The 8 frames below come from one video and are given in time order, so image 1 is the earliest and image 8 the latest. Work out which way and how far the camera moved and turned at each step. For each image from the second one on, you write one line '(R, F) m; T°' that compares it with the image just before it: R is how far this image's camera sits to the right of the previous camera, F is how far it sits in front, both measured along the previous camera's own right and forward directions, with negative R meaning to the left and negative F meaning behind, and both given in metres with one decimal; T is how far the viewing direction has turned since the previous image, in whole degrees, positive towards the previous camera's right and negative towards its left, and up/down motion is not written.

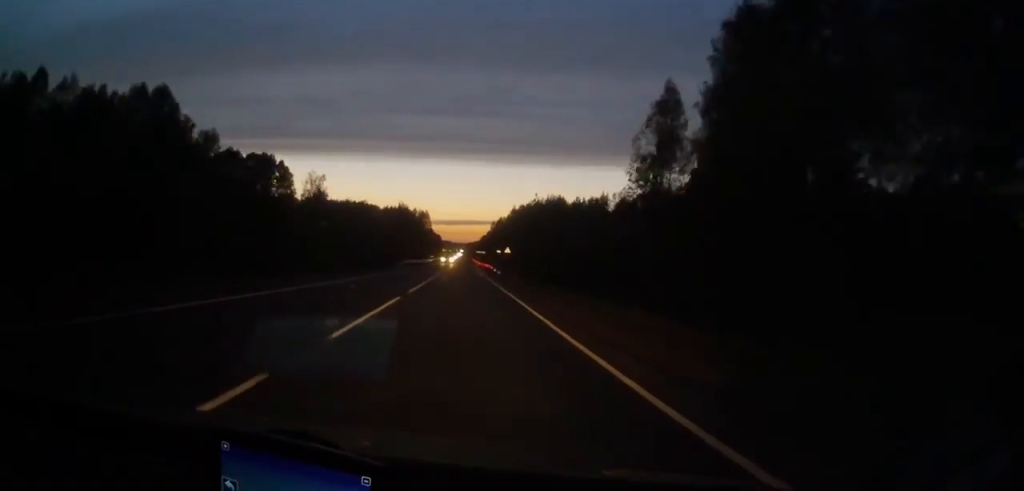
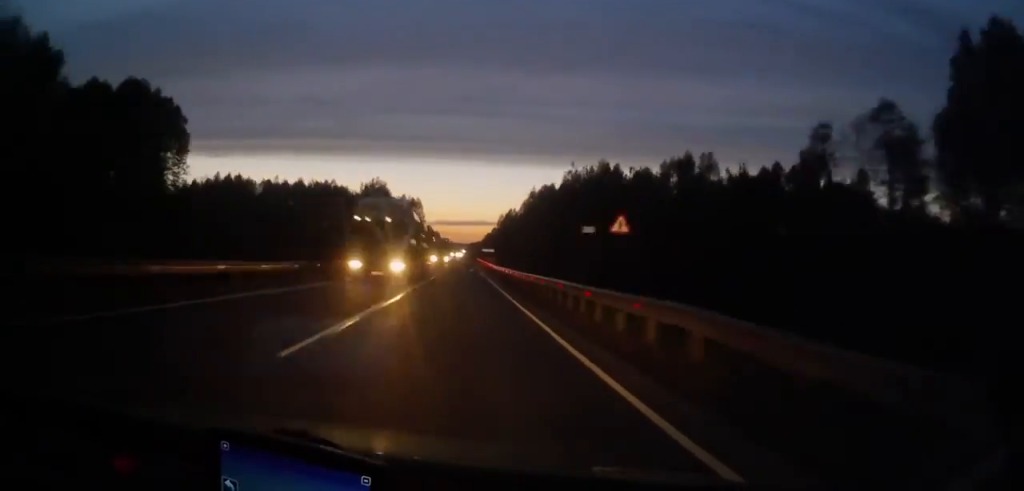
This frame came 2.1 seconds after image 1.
(-0.1, +69.8) m; 0°
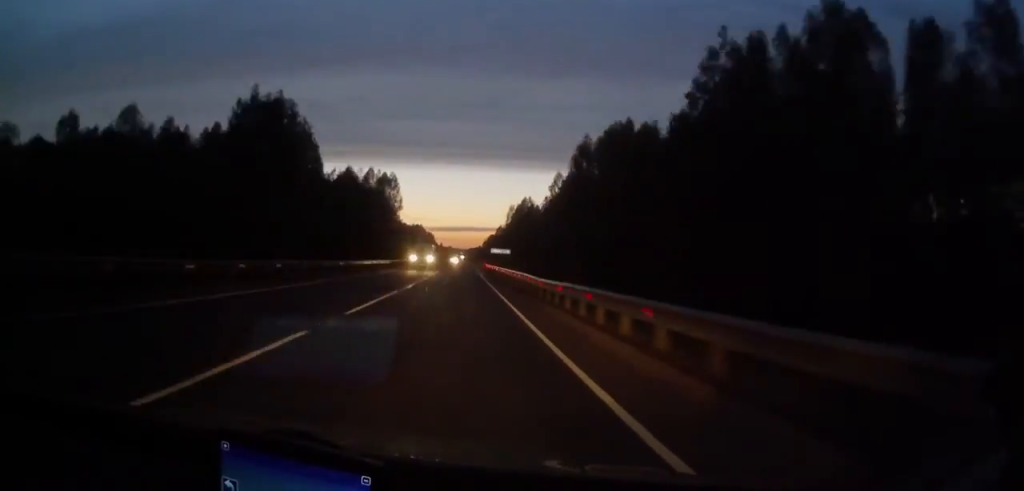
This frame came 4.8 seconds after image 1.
(0.0, +59.3) m; 0°
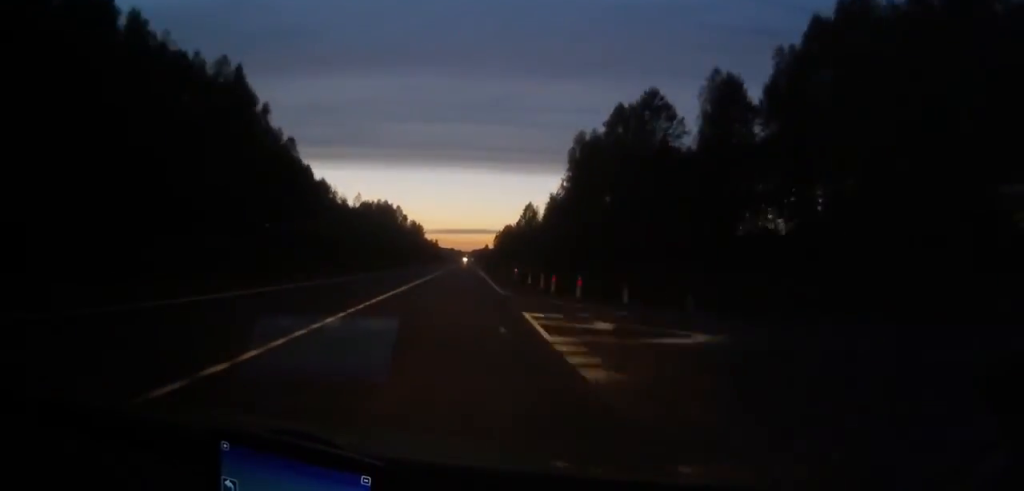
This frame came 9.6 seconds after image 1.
(0.0, +111.9) m; 0°
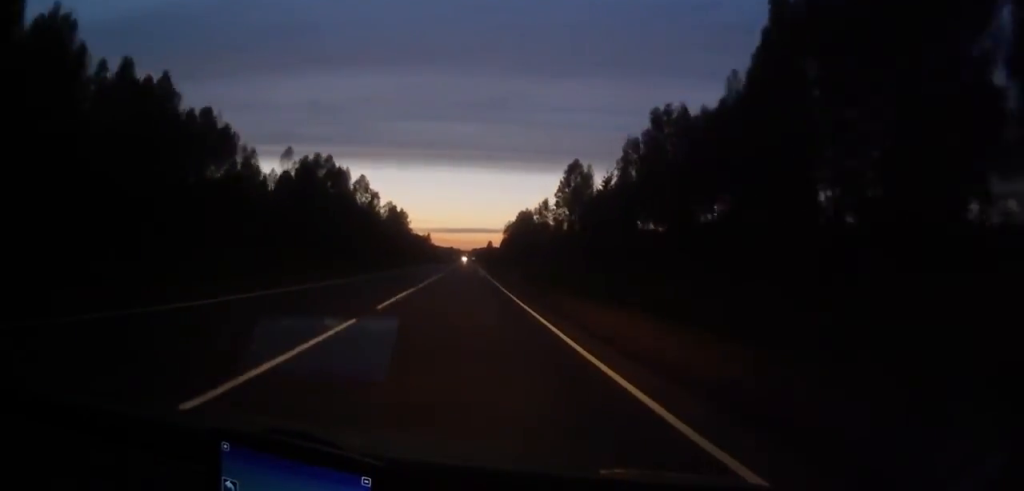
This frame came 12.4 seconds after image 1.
(-0.5, +74.1) m; 0°
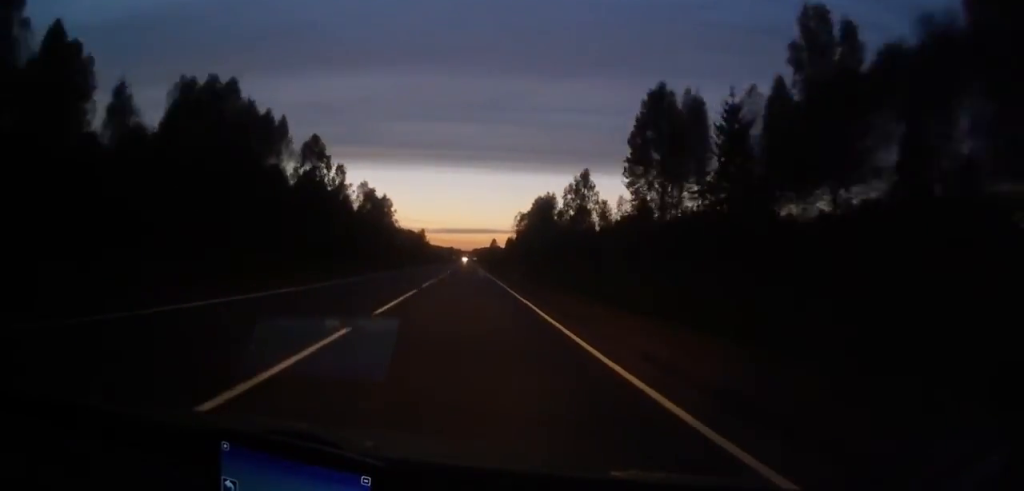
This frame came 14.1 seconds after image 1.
(-0.1, +47.7) m; 0°
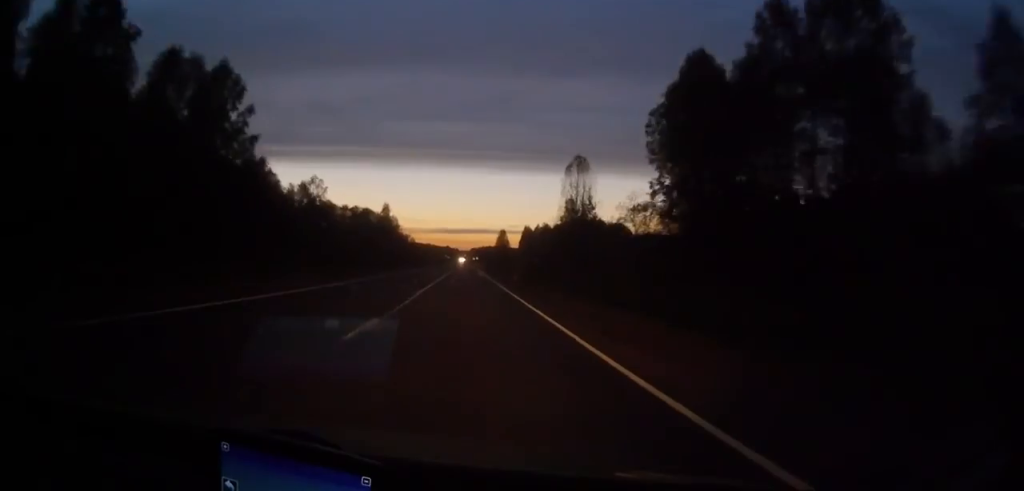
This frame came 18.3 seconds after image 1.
(+0.5, +124.7) m; 0°
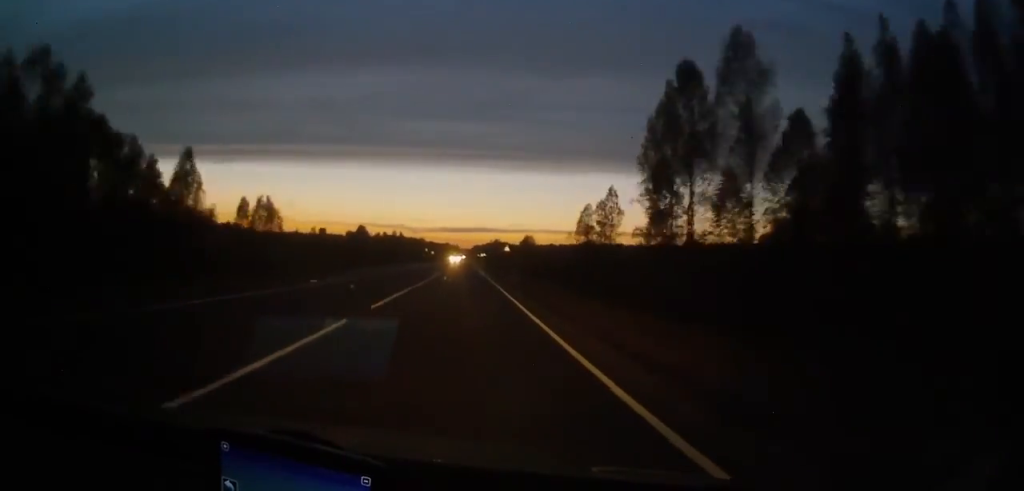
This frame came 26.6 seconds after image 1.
(+0.4, +245.3) m; 0°
